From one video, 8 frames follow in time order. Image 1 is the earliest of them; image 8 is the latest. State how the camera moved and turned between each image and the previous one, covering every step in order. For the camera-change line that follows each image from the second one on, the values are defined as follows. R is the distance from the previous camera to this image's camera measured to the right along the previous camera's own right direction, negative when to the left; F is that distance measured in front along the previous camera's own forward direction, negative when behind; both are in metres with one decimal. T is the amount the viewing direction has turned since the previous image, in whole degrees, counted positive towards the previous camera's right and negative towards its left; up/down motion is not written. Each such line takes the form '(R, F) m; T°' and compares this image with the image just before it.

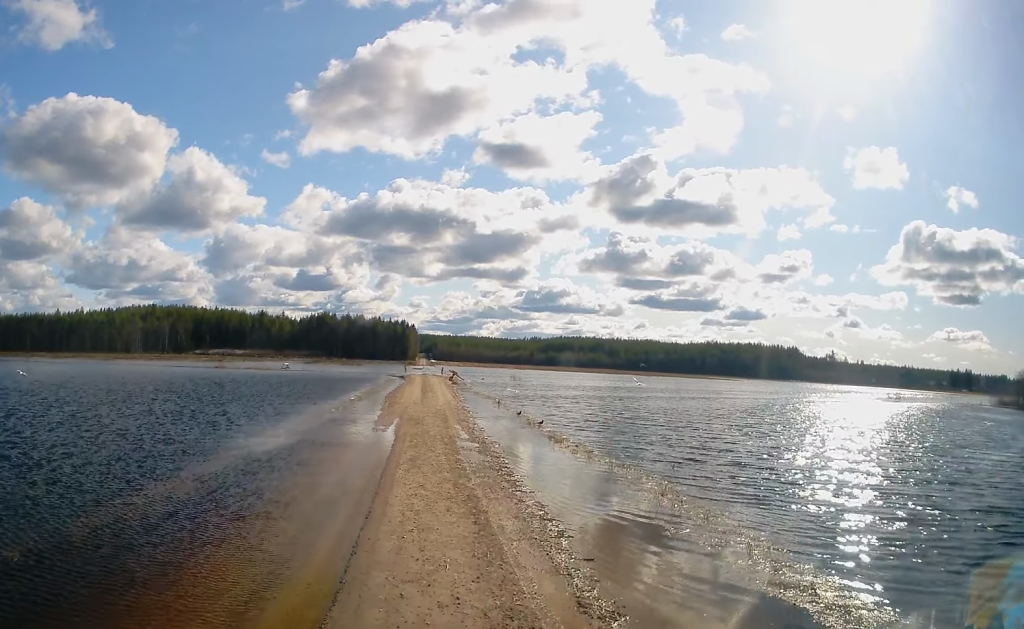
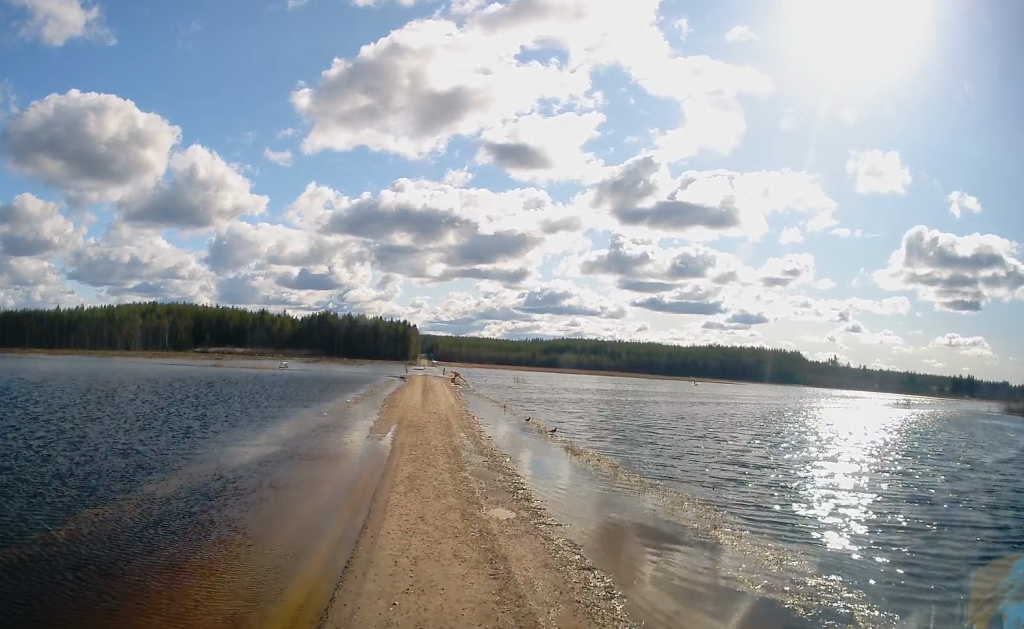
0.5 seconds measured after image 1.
(0.0, +2.0) m; 0°
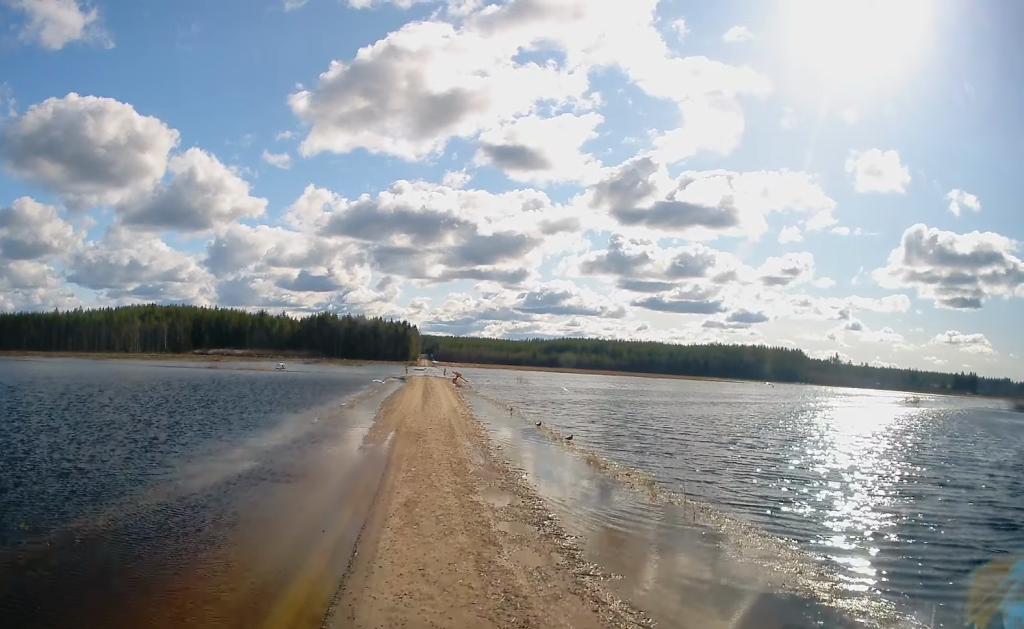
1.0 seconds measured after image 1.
(-0.1, +2.0) m; +1°
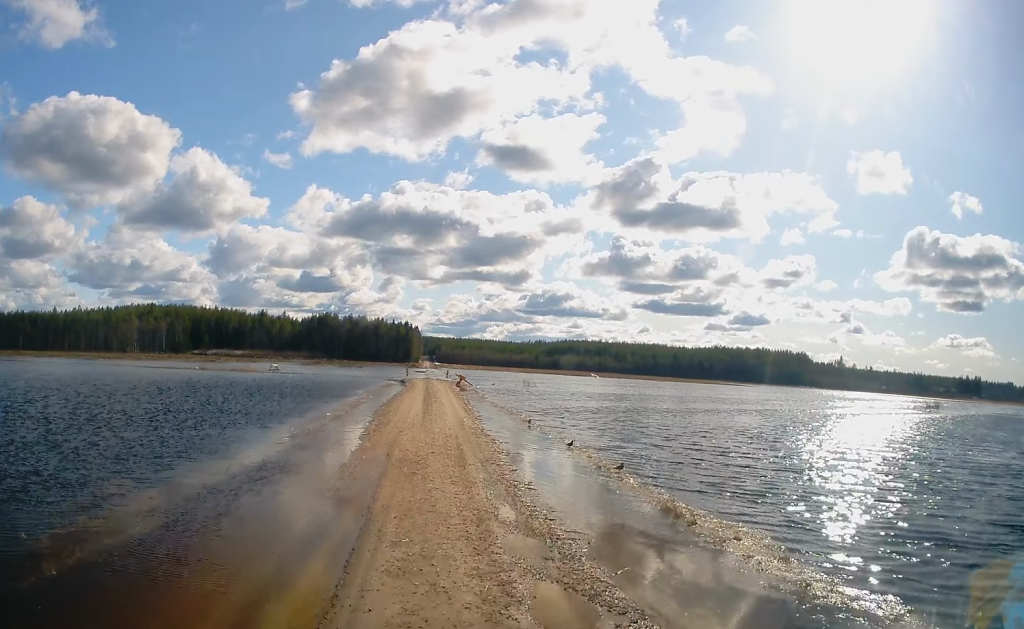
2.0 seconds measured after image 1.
(+0.2, +4.2) m; +3°
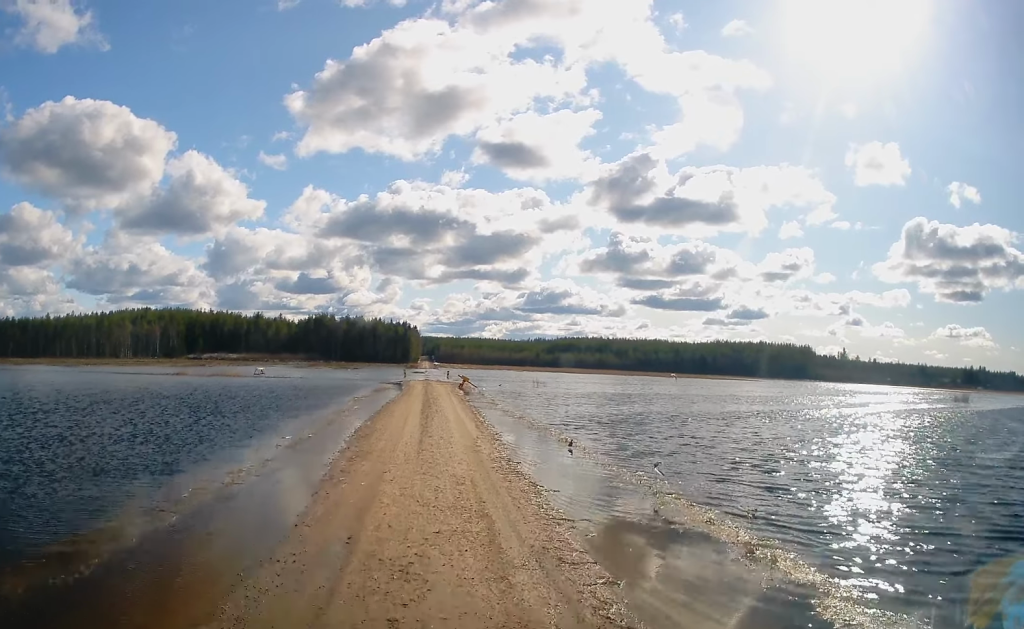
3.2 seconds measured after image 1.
(+0.1, +6.0) m; 0°
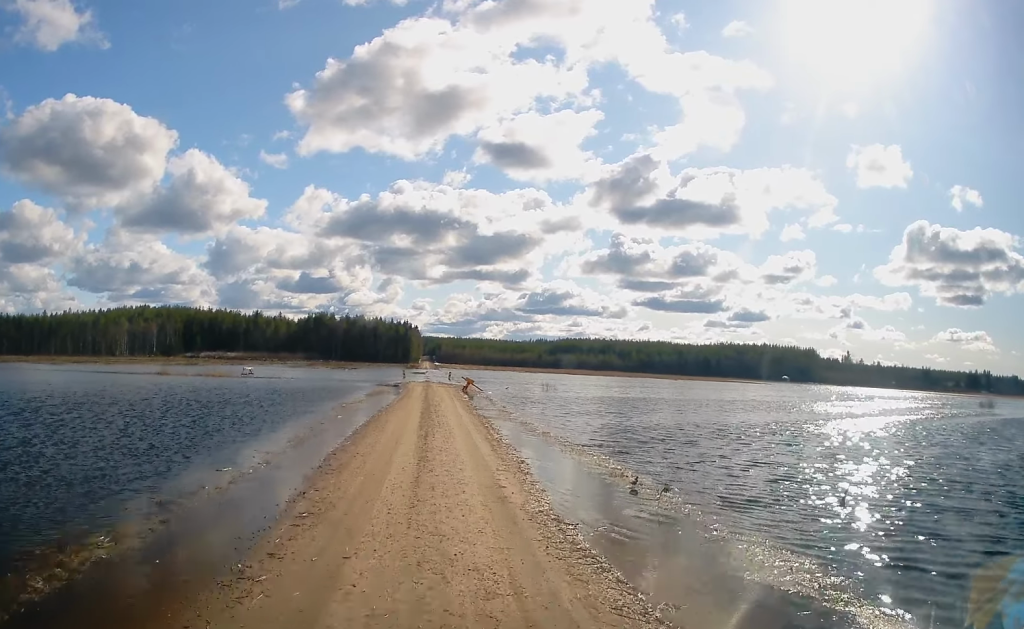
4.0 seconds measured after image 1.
(-0.1, +4.6) m; -2°
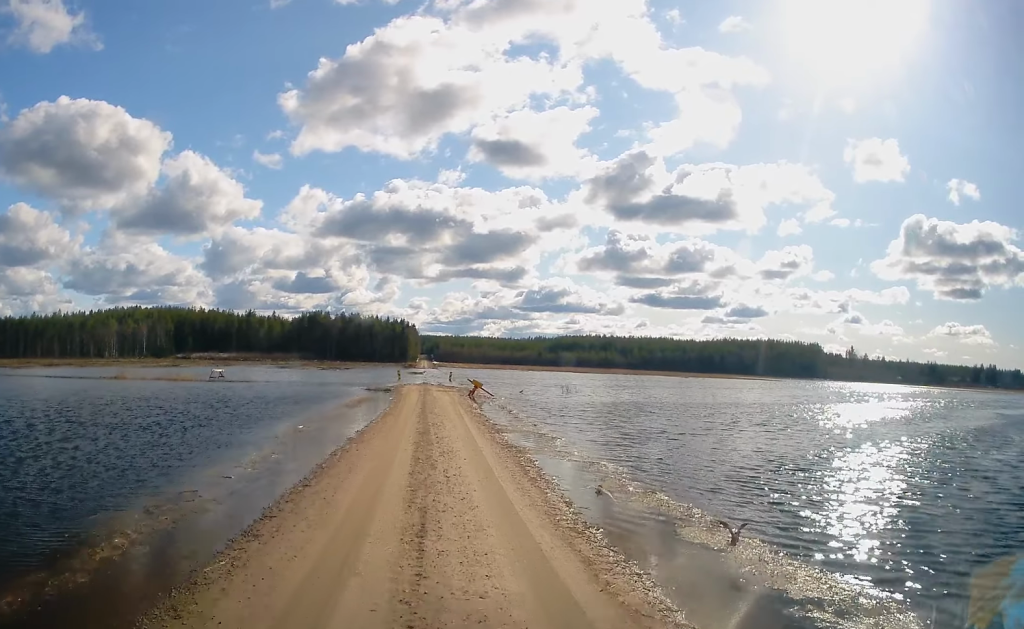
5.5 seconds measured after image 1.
(-0.1, +7.9) m; 0°
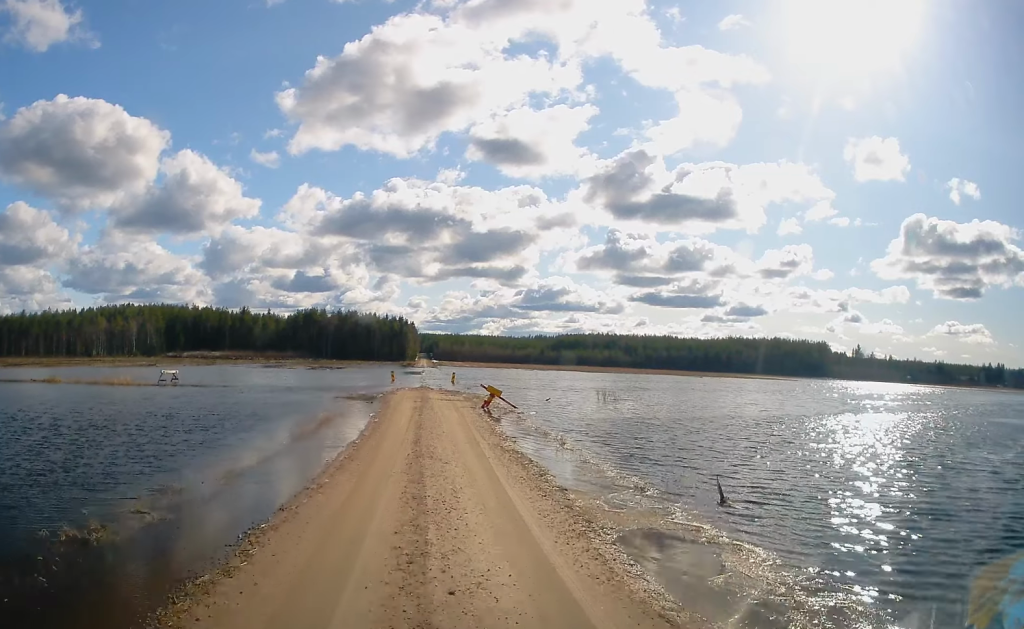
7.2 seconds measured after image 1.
(+0.1, +9.5) m; +1°
